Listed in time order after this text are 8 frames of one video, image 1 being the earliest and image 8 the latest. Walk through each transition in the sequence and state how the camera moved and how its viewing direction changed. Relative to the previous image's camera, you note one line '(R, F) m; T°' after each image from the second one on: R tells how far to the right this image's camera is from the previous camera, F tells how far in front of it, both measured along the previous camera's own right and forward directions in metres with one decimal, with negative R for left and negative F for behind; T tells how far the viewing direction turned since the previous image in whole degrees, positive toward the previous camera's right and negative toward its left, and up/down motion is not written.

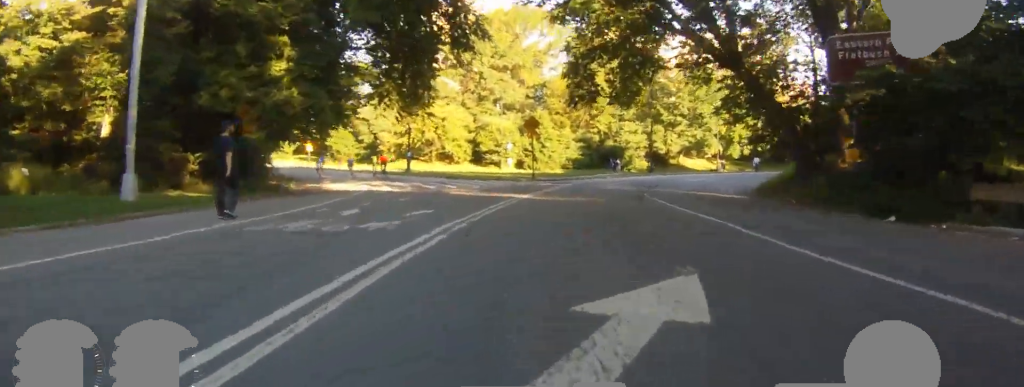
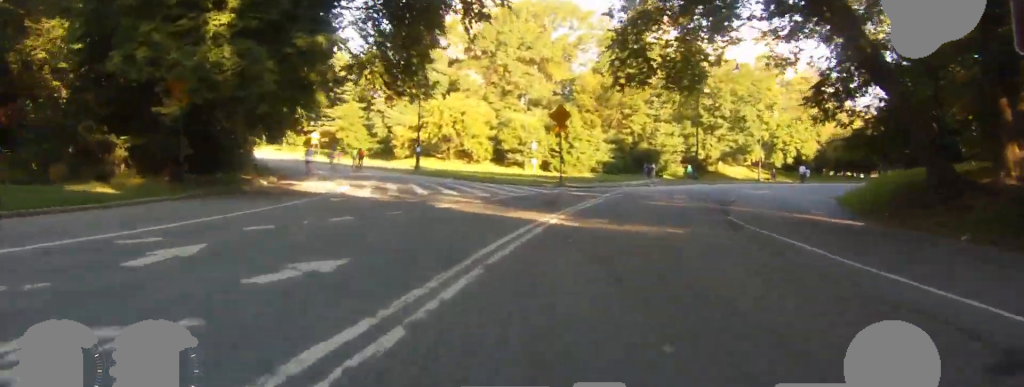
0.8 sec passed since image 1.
(-0.1, +6.7) m; -7°
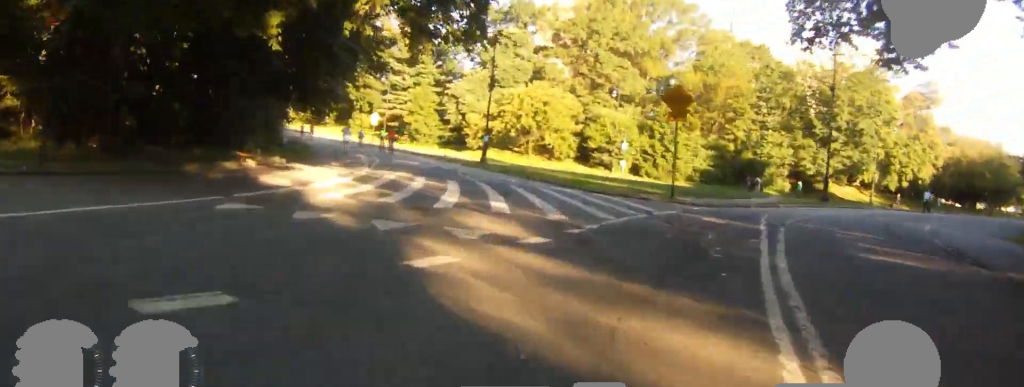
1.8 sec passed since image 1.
(-1.1, +8.5) m; -14°
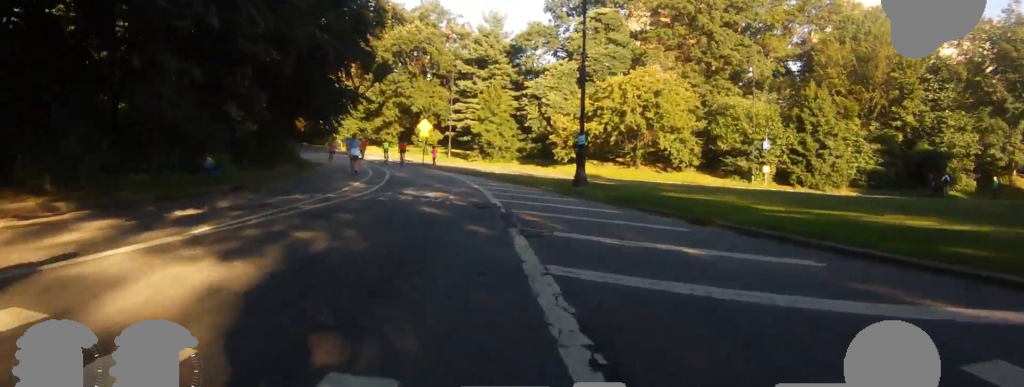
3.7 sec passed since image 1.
(-0.2, +16.7) m; -2°
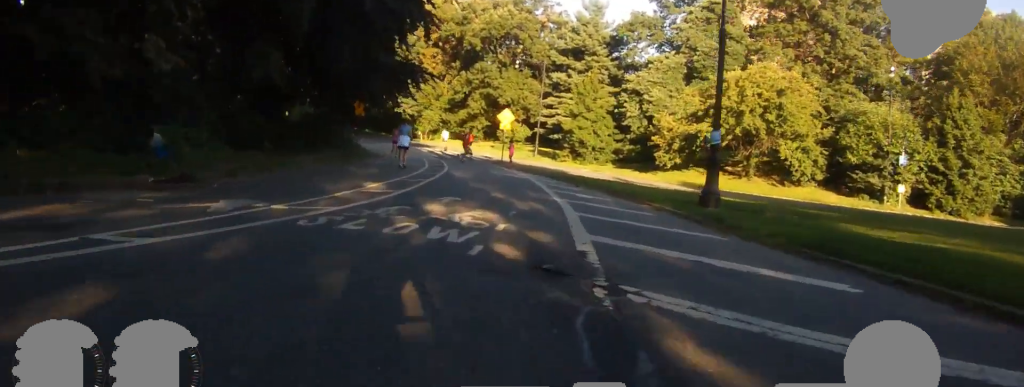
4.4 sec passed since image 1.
(-1.0, +6.8) m; -8°
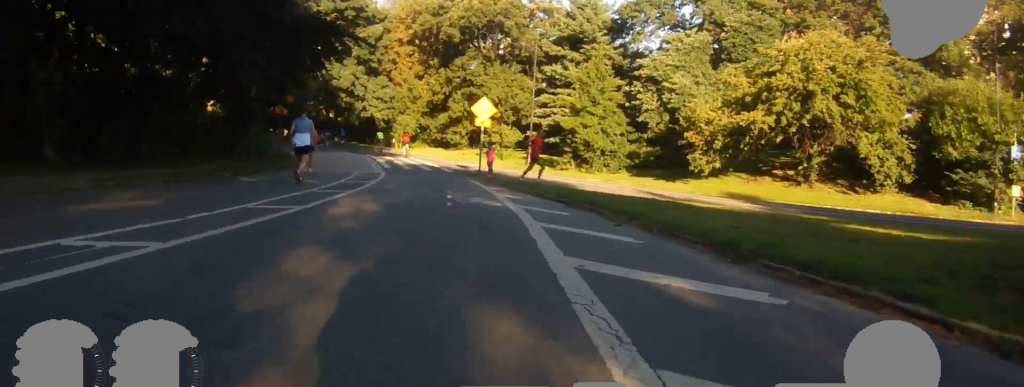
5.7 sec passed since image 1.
(-0.7, +10.9) m; -12°
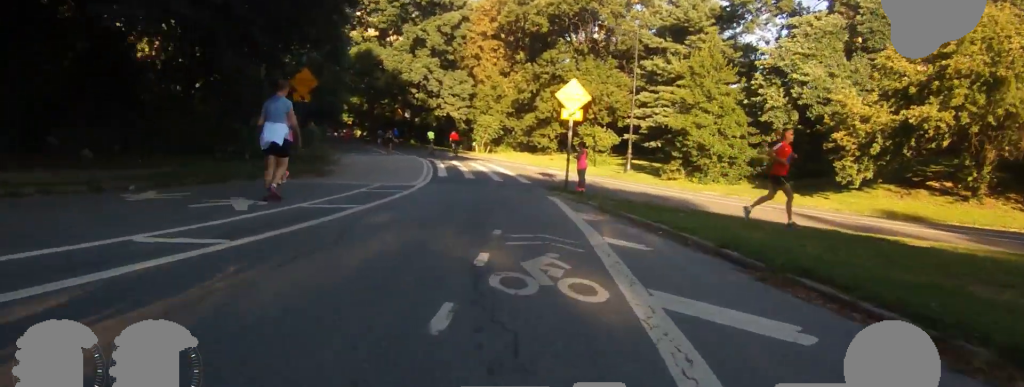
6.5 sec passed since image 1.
(-1.0, +7.4) m; -6°
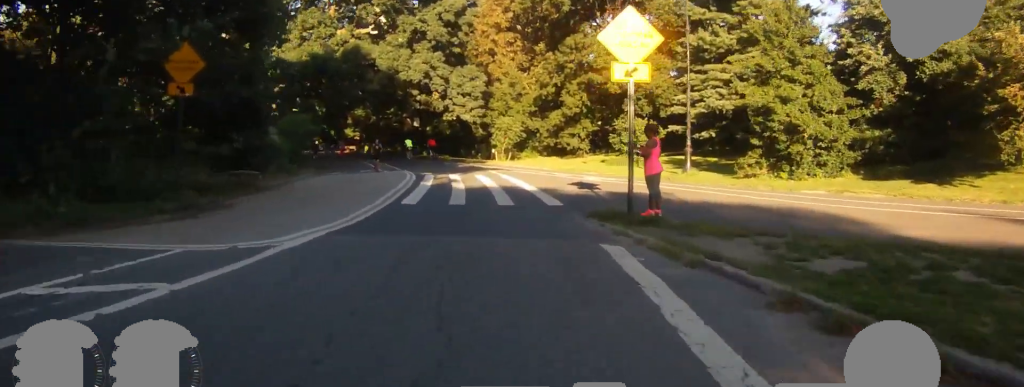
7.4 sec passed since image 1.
(-0.2, +8.9) m; -1°
